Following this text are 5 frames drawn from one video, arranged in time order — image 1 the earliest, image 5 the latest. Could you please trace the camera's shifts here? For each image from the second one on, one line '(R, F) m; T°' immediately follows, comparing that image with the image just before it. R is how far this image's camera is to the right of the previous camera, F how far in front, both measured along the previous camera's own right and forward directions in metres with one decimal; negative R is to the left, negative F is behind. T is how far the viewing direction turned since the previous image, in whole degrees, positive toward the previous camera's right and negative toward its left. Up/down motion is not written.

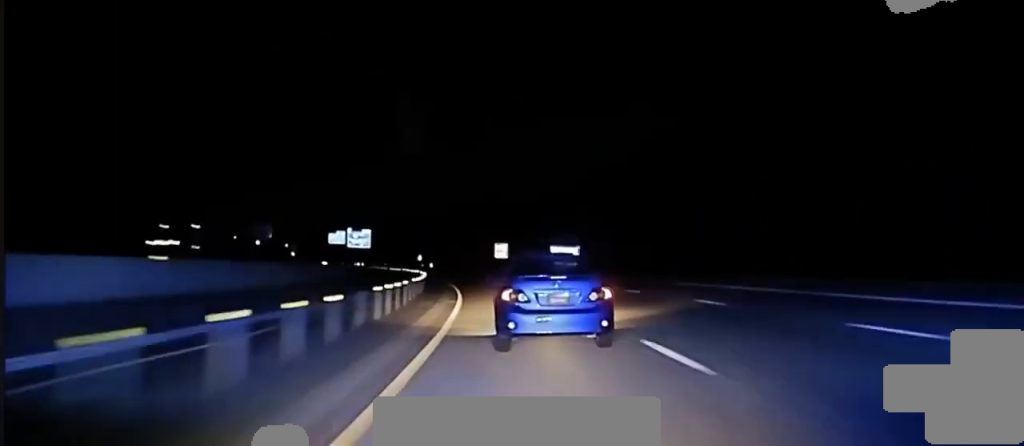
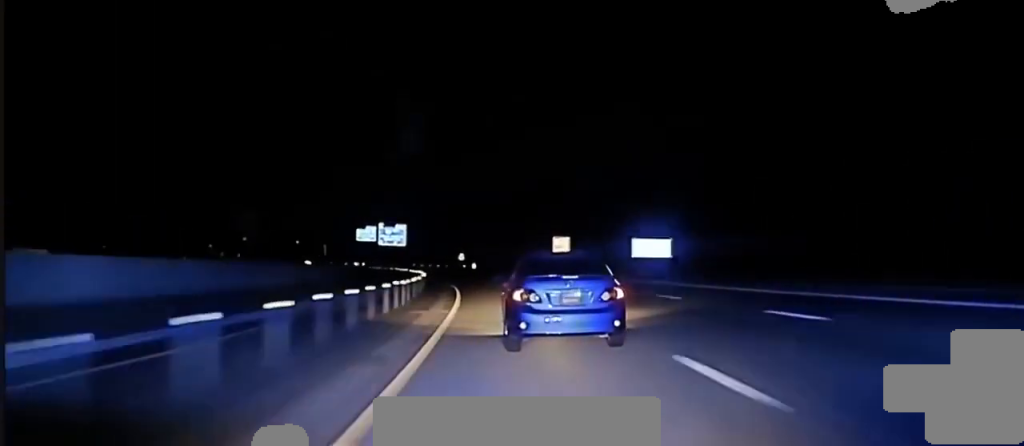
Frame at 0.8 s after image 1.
(-1.4, +39.4) m; -4°
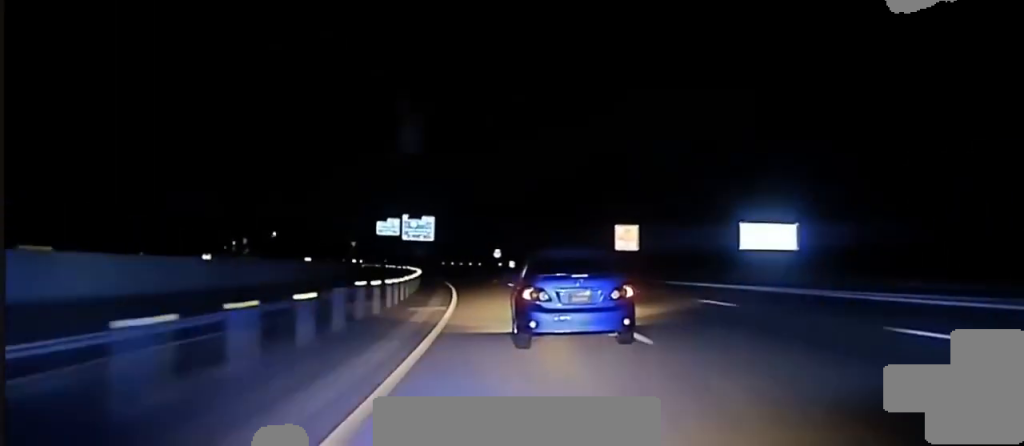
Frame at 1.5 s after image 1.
(-0.8, +30.9) m; -3°
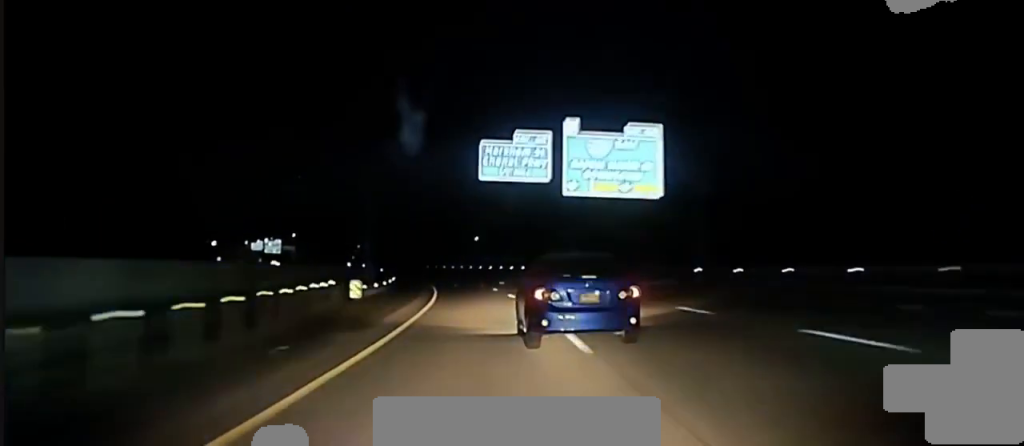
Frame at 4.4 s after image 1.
(-13.5, +131.5) m; -12°
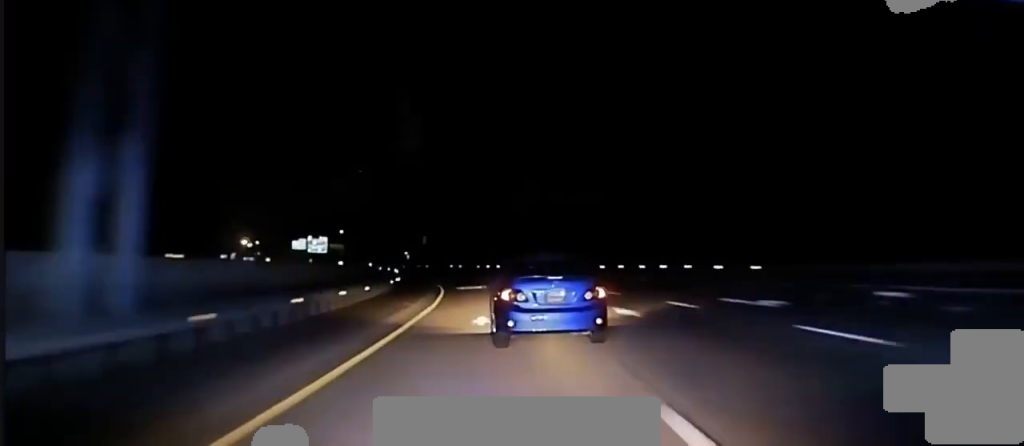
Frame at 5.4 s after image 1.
(-2.3, +44.8) m; -5°
